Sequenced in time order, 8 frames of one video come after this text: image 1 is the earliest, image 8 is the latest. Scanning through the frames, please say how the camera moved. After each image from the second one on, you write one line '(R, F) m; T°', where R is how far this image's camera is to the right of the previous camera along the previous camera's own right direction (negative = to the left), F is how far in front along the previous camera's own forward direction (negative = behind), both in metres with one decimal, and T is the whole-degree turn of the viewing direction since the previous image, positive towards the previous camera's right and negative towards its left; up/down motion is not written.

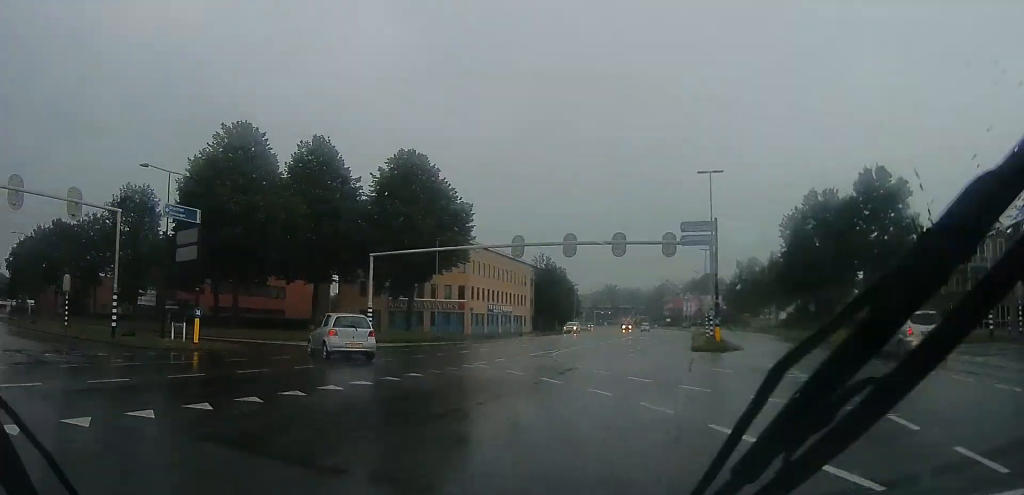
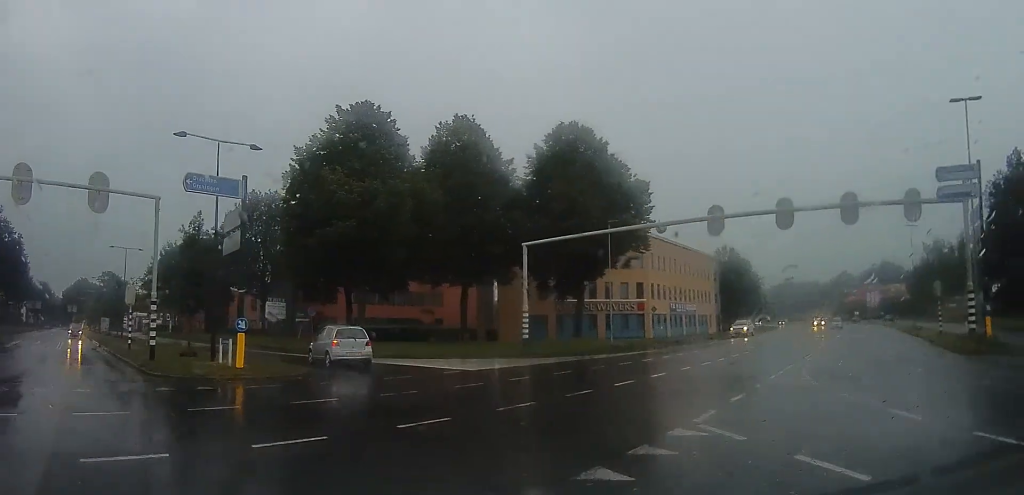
(-0.7, +8.3) m; -16°
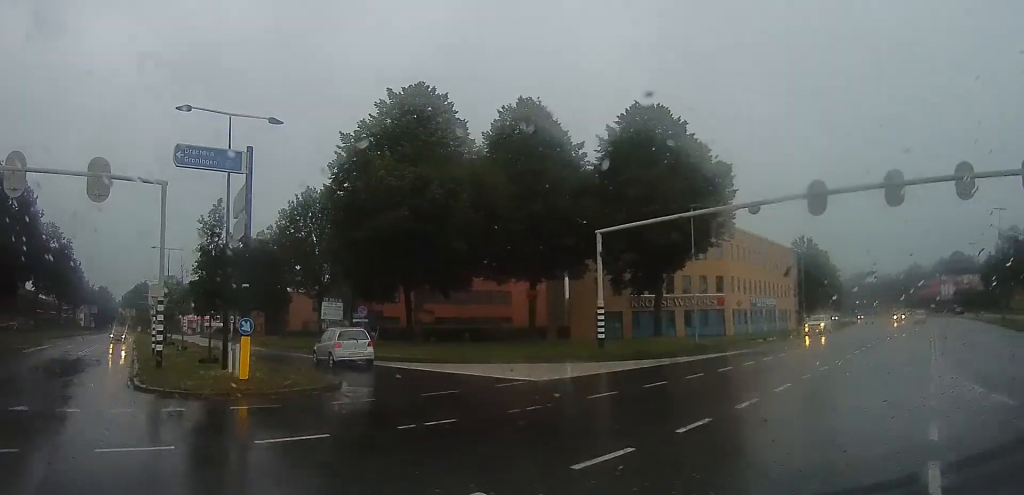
(-0.5, +3.4) m; -5°
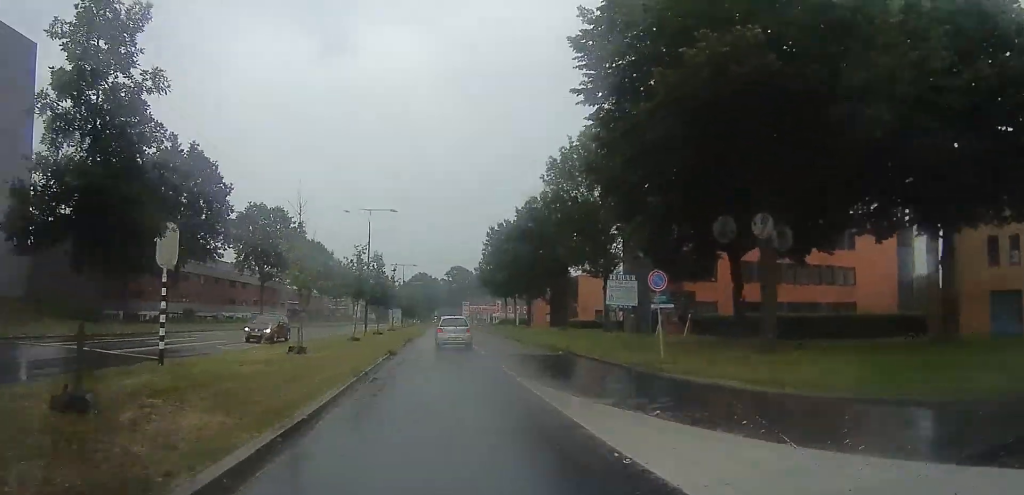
(-4.8, +14.5) m; -36°
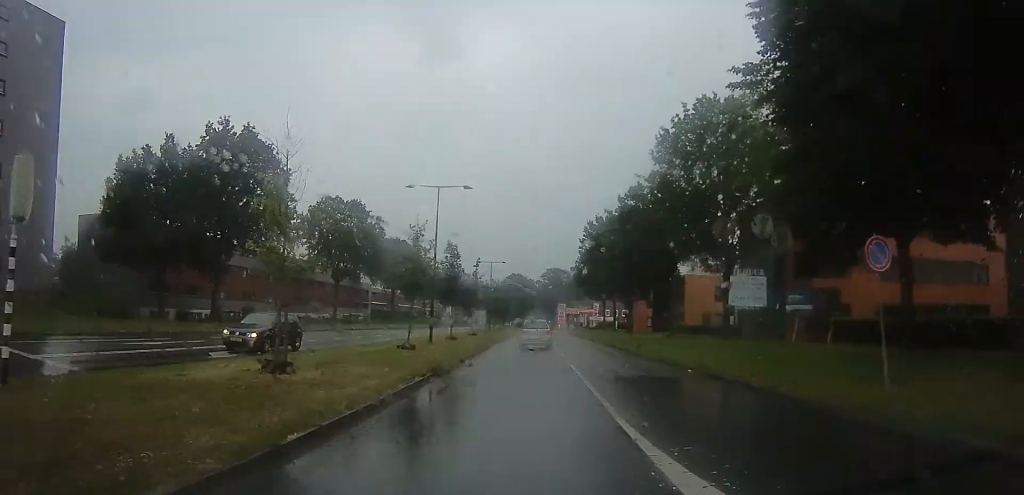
(-1.0, +7.0) m; -9°
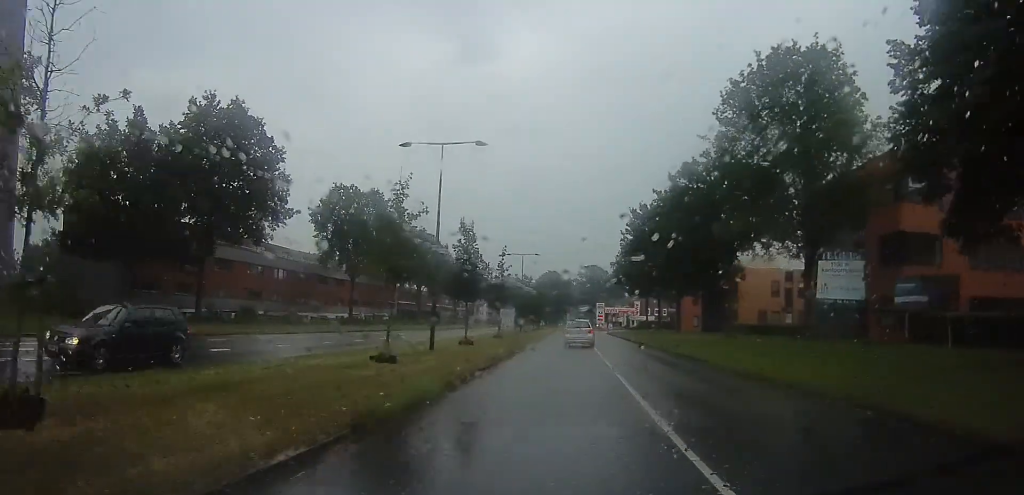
(+1.3, +6.8) m; -7°
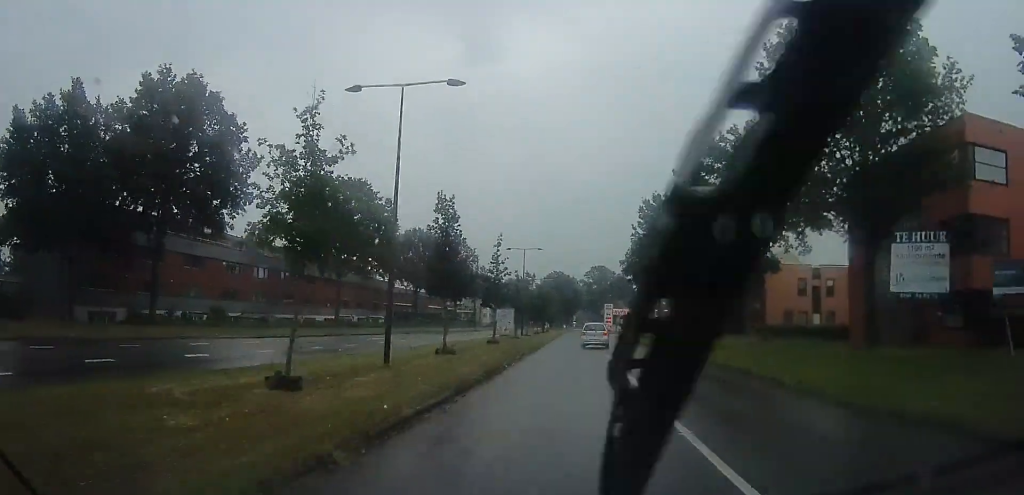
(-1.7, +5.4) m; -5°
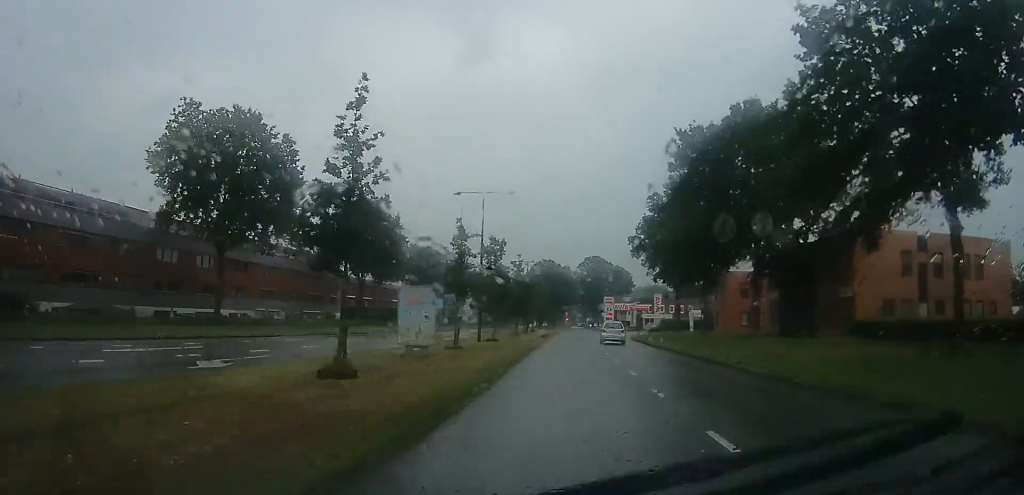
(+0.4, +19.4) m; +5°
